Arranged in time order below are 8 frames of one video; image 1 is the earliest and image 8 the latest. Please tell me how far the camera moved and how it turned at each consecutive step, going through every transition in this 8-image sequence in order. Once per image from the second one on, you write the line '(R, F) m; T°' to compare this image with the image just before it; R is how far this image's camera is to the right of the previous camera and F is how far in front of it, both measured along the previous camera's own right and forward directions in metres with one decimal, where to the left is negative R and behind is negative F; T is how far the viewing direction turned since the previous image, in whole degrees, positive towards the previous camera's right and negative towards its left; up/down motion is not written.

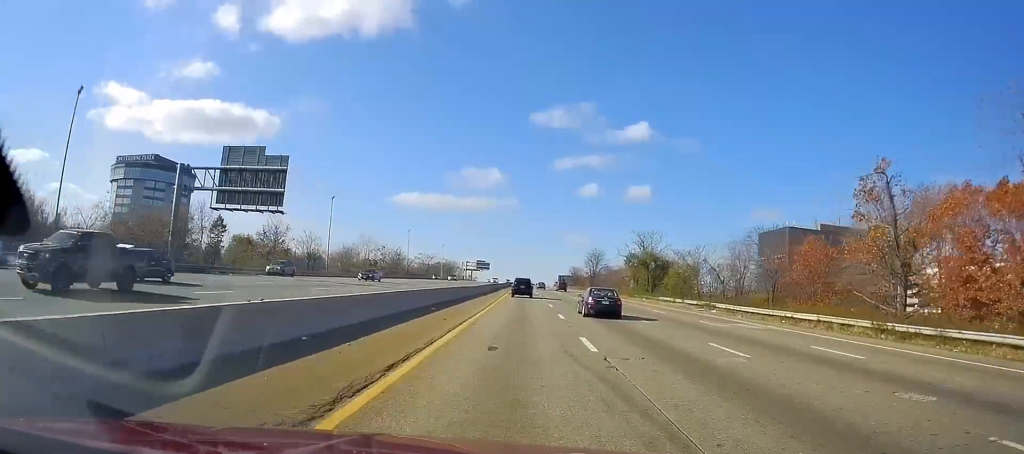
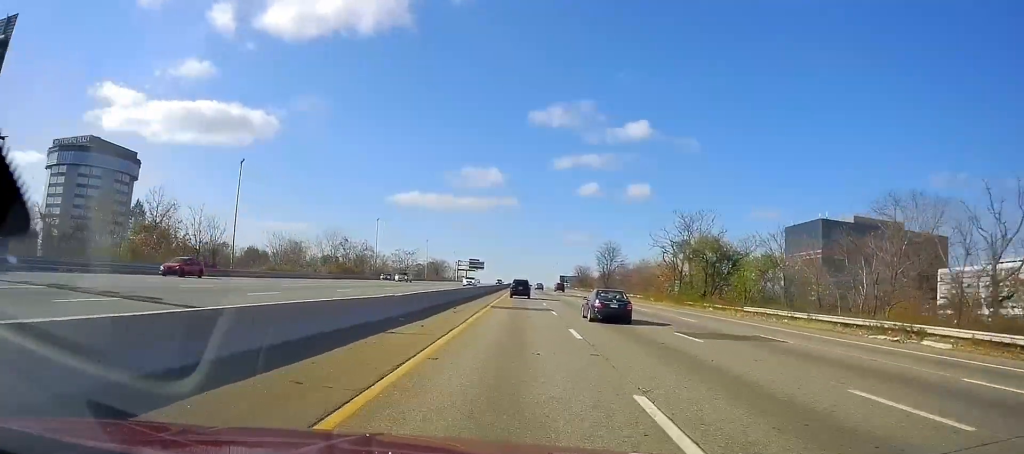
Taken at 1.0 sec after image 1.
(0.0, +31.6) m; 0°
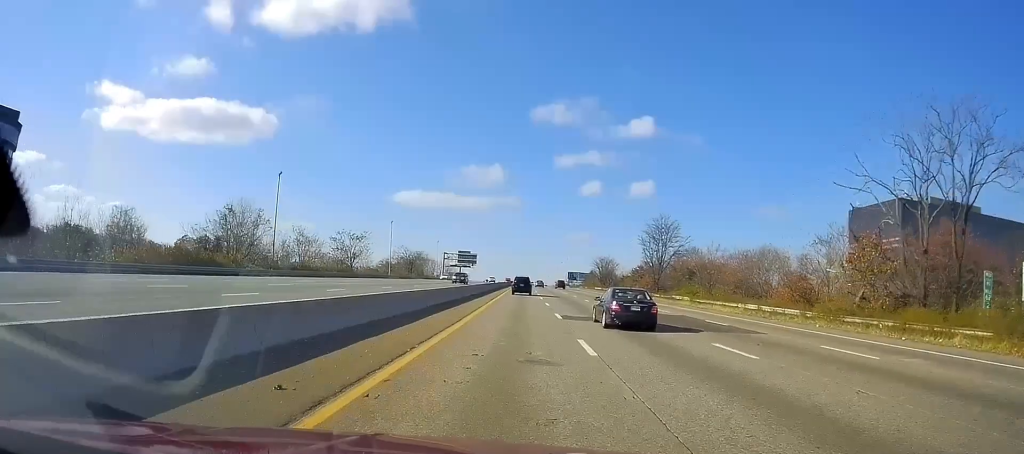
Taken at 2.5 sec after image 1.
(+0.1, +51.8) m; 0°
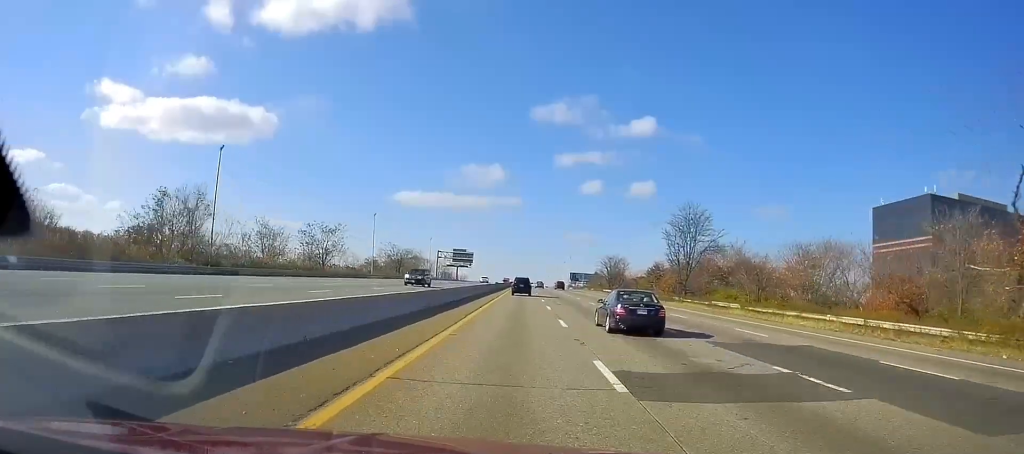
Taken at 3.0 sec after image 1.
(+0.1, +15.6) m; 0°
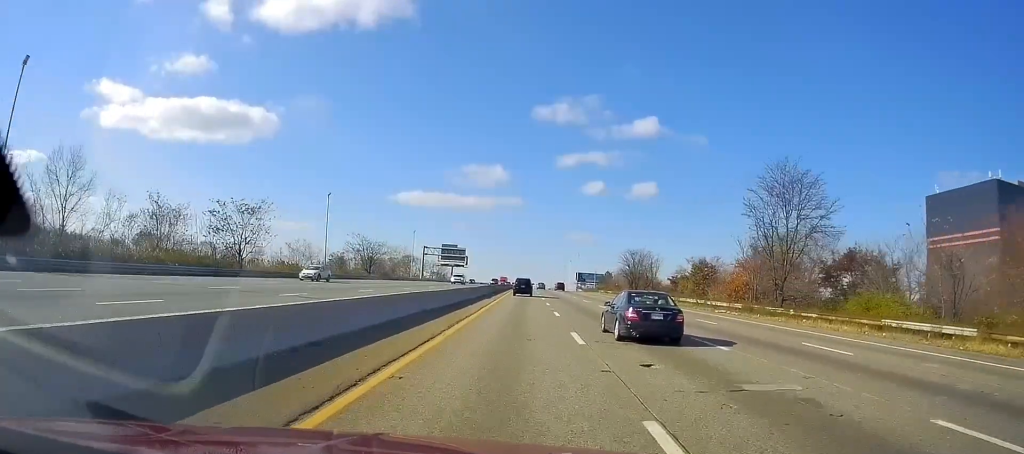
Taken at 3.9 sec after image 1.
(+0.1, +28.9) m; 0°
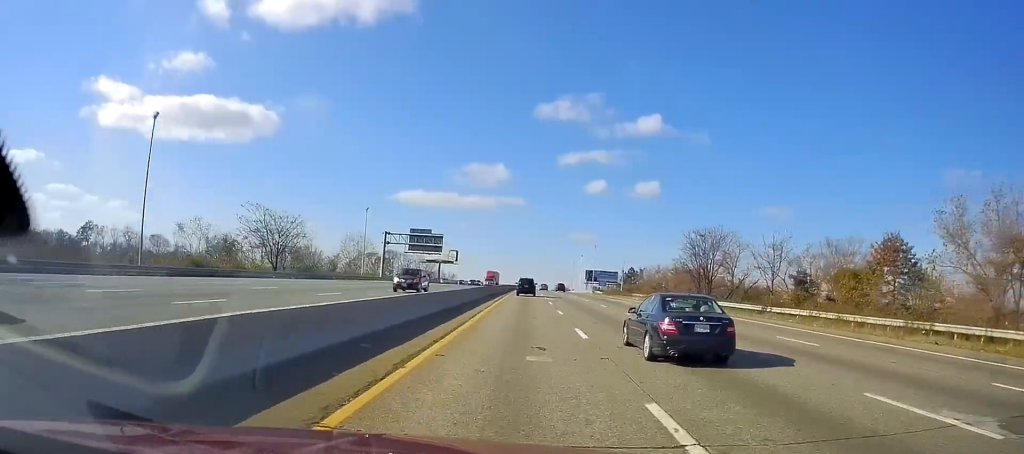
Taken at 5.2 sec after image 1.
(-0.2, +45.6) m; -1°
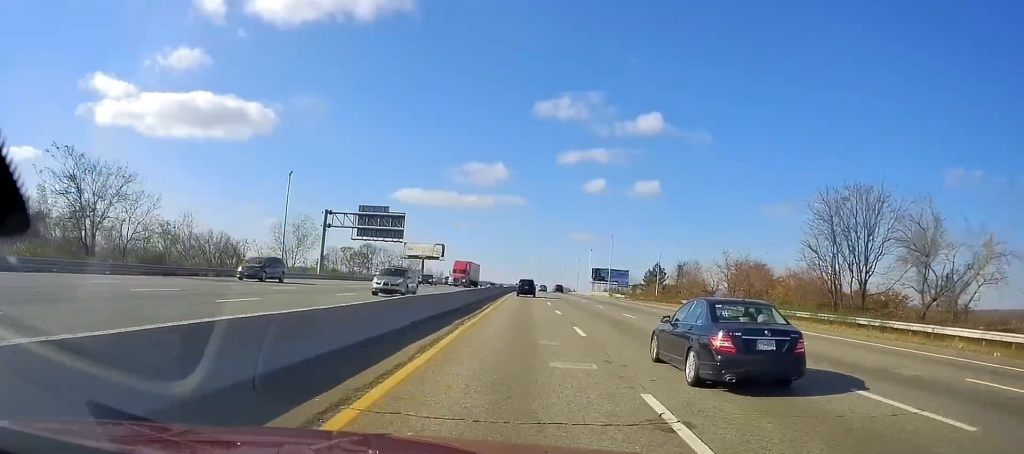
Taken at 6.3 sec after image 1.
(-0.1, +34.5) m; -1°
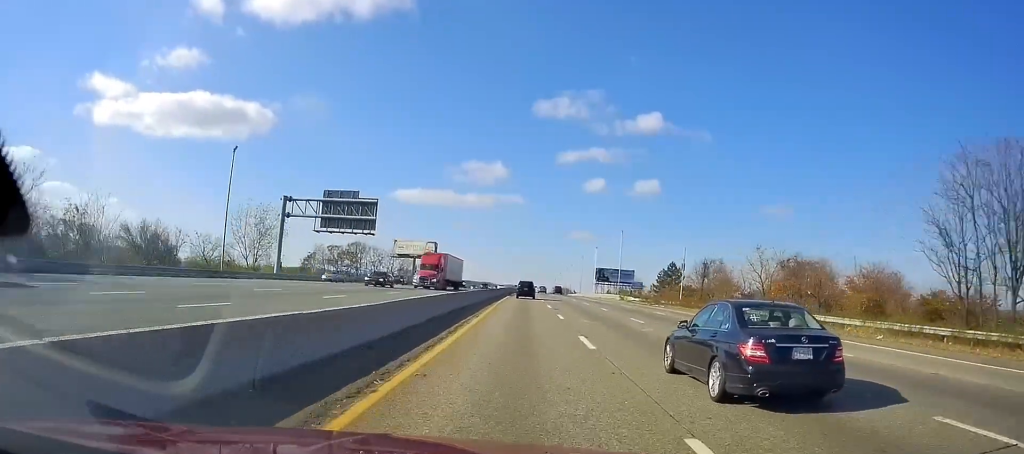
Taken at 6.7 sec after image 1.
(-0.1, +14.5) m; 0°
